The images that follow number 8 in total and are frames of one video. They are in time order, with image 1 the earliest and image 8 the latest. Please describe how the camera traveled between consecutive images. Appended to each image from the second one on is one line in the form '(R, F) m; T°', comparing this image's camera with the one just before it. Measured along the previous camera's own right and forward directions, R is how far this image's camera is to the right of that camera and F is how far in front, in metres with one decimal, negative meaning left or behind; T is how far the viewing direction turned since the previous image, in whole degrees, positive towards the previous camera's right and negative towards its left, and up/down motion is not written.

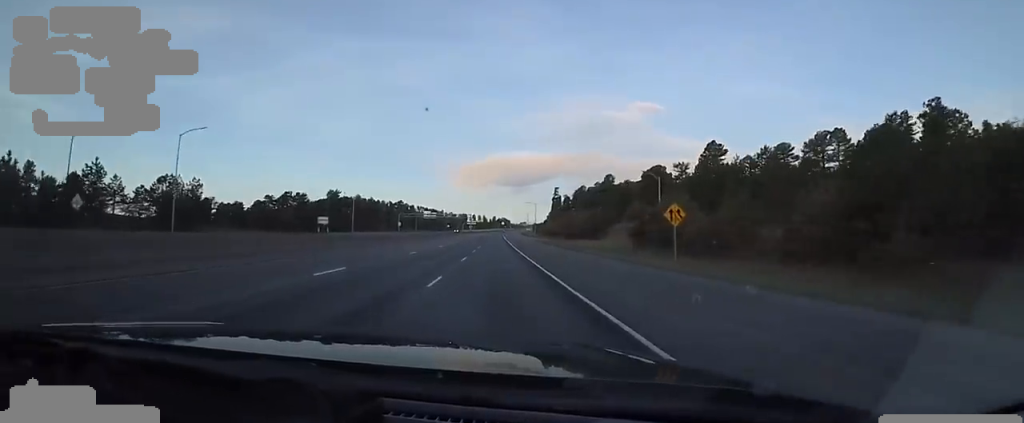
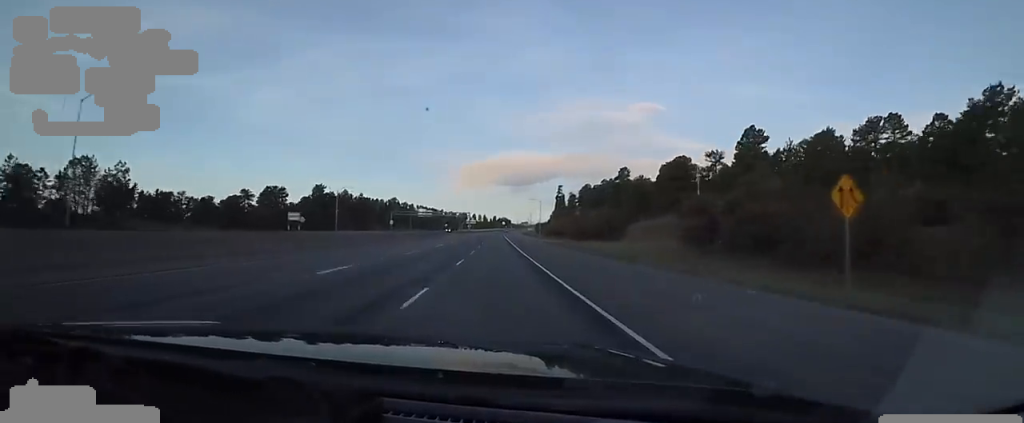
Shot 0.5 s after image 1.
(-0.1, +16.0) m; -1°
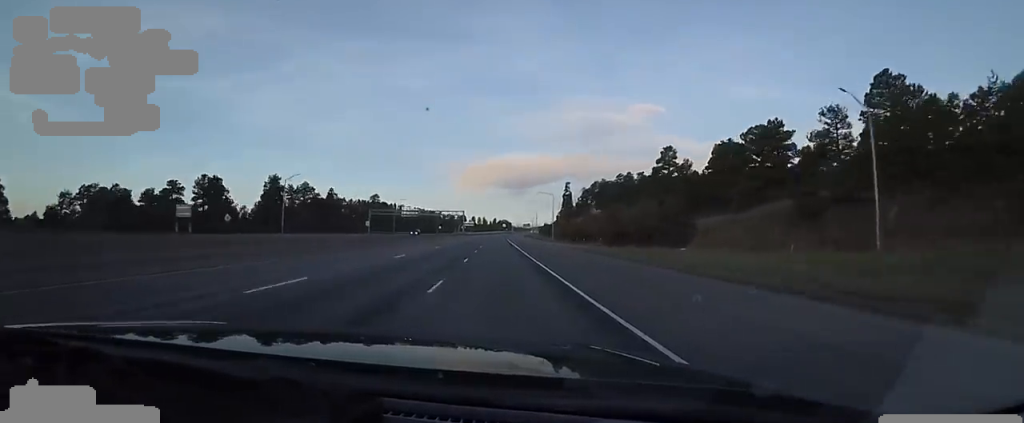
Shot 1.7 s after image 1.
(-0.6, +33.2) m; -1°
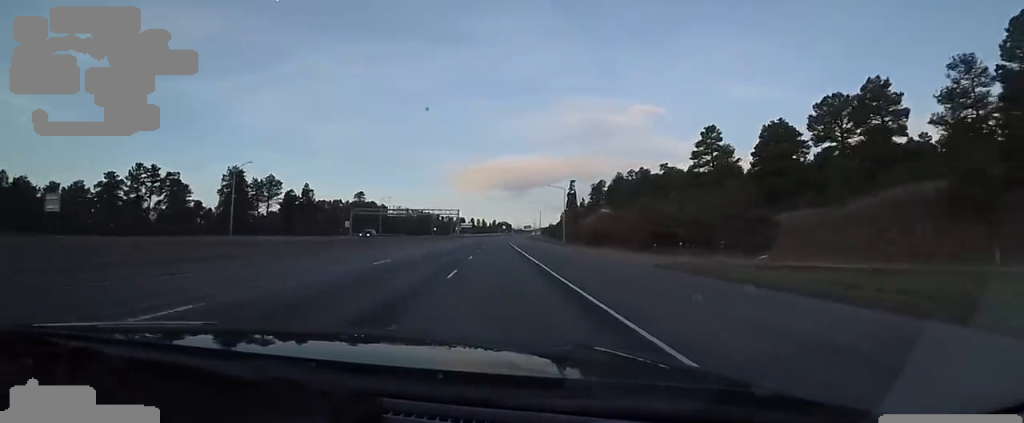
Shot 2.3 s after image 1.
(-0.1, +19.1) m; +1°
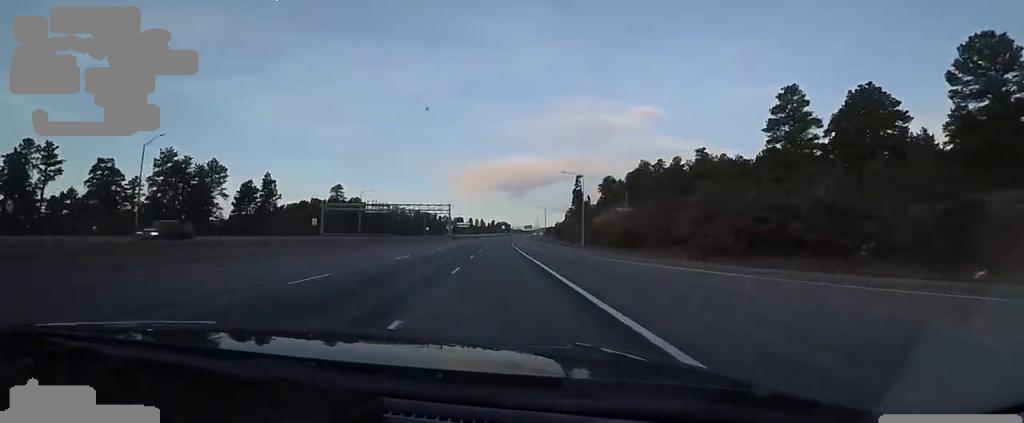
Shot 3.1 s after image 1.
(+0.3, +22.0) m; +2°
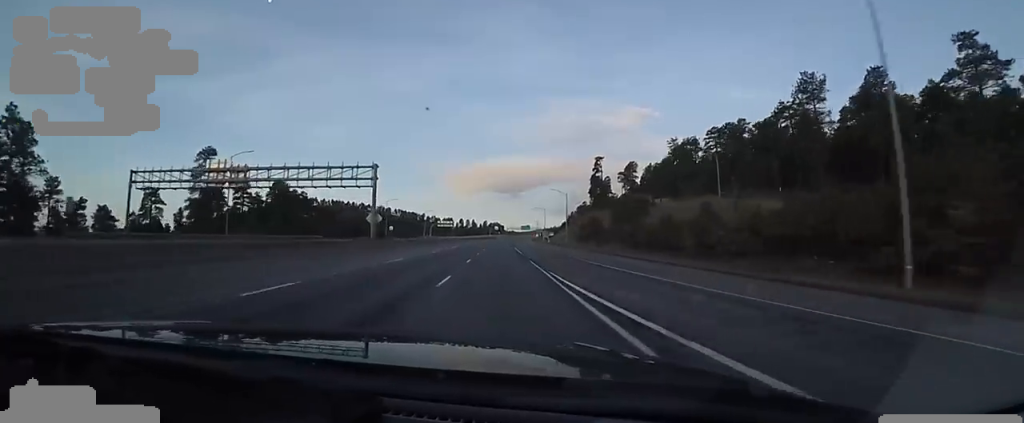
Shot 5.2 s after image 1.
(+0.1, +63.5) m; 0°
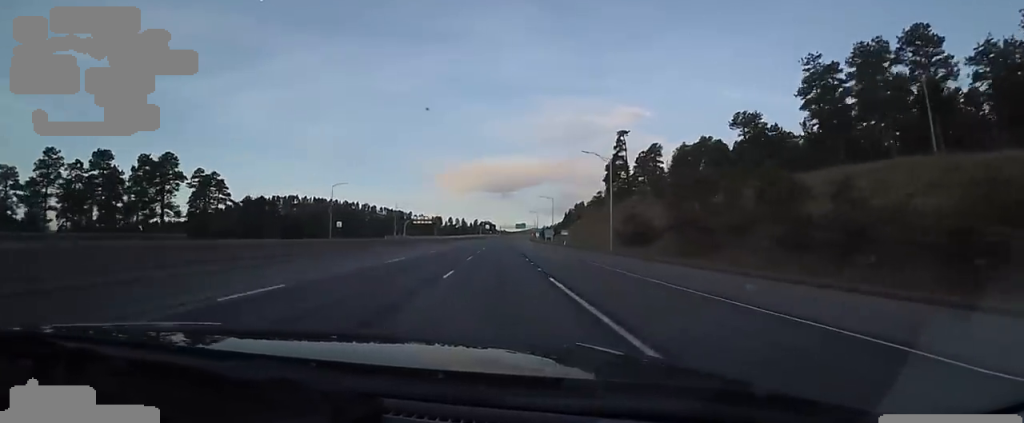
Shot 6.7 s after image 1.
(-0.1, +47.2) m; 0°
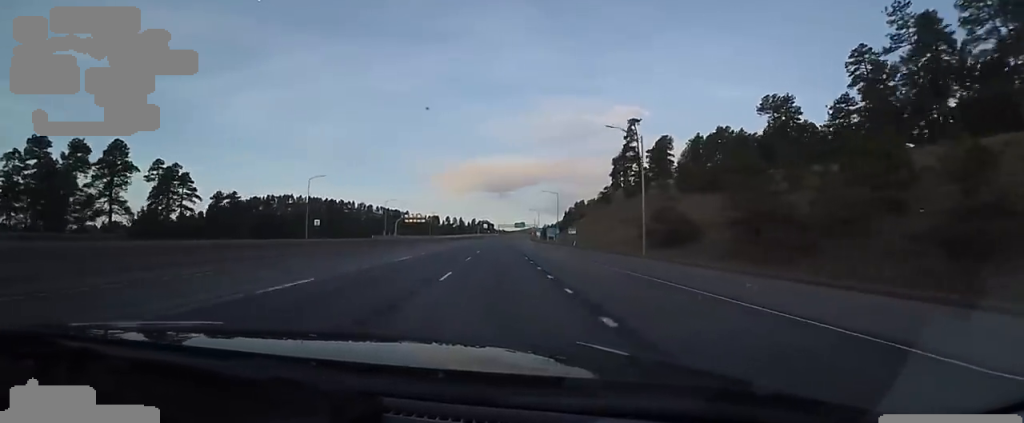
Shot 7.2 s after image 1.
(-0.3, +13.8) m; 0°
